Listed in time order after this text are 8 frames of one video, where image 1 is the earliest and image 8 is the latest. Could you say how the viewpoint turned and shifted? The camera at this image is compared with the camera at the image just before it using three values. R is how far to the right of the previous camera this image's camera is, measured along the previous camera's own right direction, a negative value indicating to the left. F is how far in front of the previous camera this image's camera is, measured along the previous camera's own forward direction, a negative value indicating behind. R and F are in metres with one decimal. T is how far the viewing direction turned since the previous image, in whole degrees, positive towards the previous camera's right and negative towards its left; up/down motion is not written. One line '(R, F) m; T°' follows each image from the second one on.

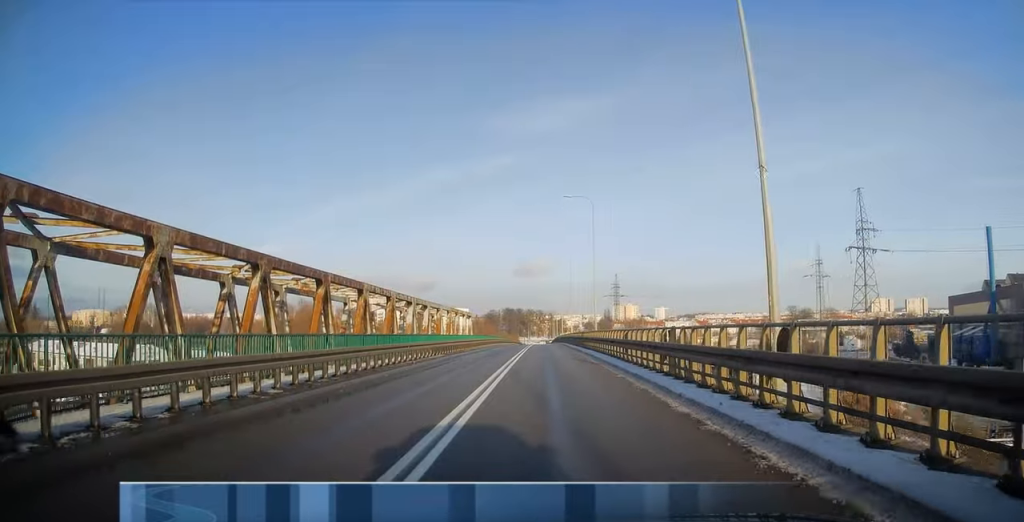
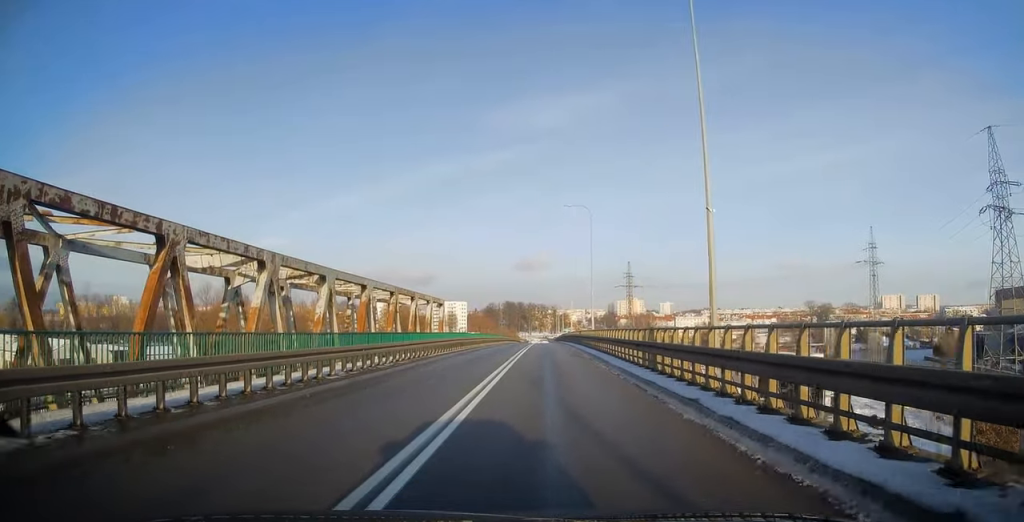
(+0.3, +27.3) m; +1°
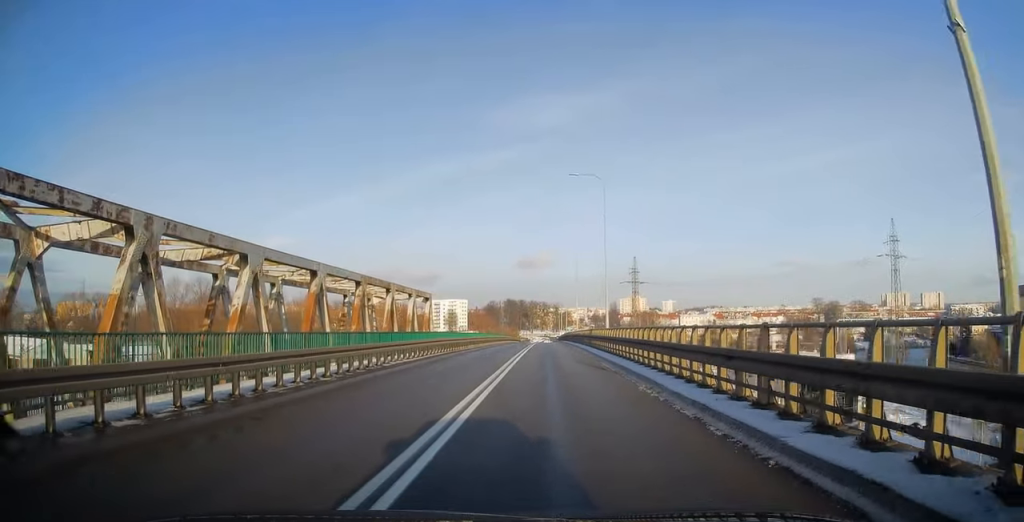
(0.0, +8.6) m; -1°
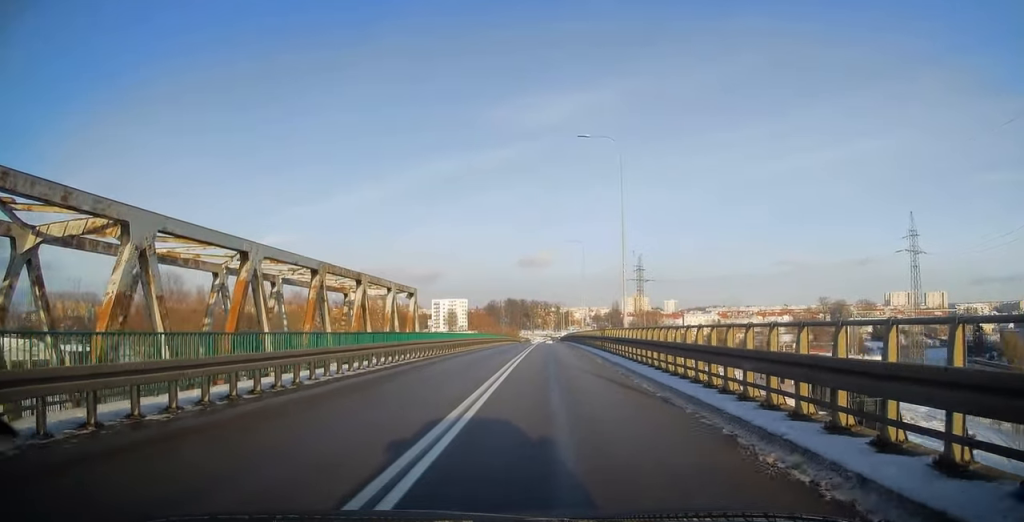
(+0.1, +7.2) m; 0°
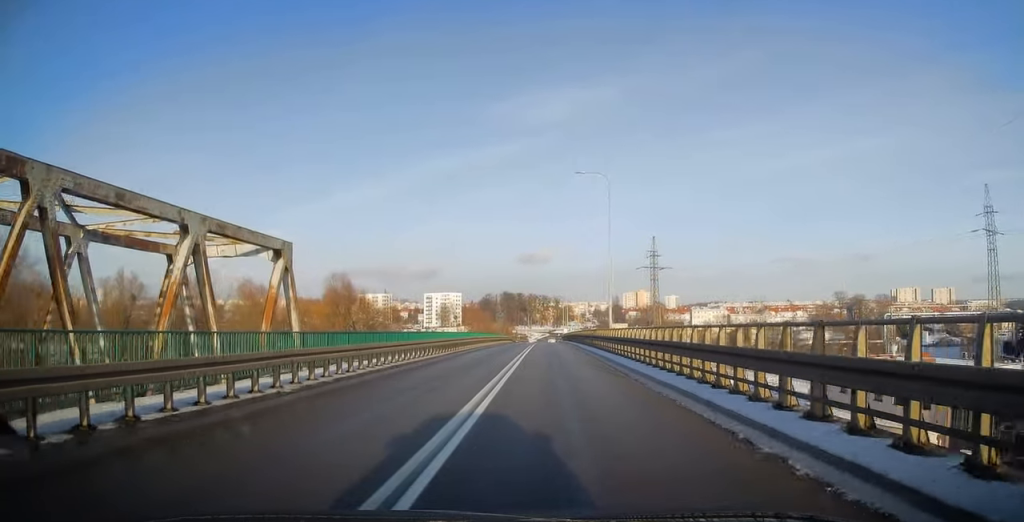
(-0.2, +25.2) m; +1°
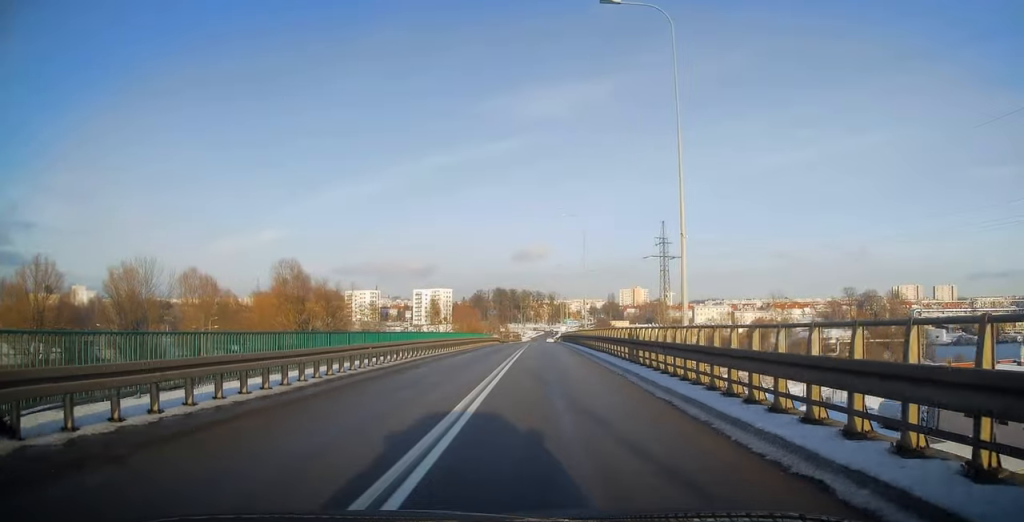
(+0.2, +19.0) m; 0°
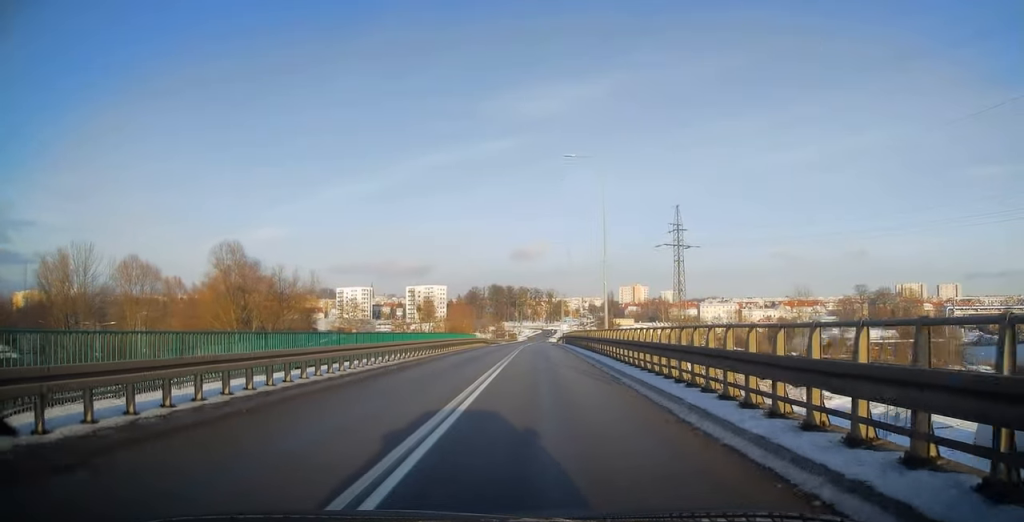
(-0.2, +16.4) m; 0°
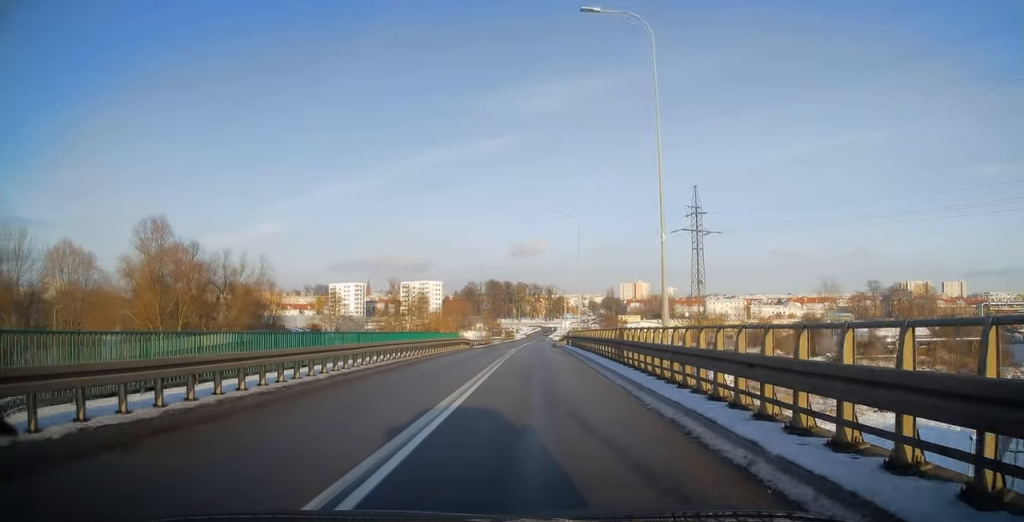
(+0.1, +15.0) m; +1°
